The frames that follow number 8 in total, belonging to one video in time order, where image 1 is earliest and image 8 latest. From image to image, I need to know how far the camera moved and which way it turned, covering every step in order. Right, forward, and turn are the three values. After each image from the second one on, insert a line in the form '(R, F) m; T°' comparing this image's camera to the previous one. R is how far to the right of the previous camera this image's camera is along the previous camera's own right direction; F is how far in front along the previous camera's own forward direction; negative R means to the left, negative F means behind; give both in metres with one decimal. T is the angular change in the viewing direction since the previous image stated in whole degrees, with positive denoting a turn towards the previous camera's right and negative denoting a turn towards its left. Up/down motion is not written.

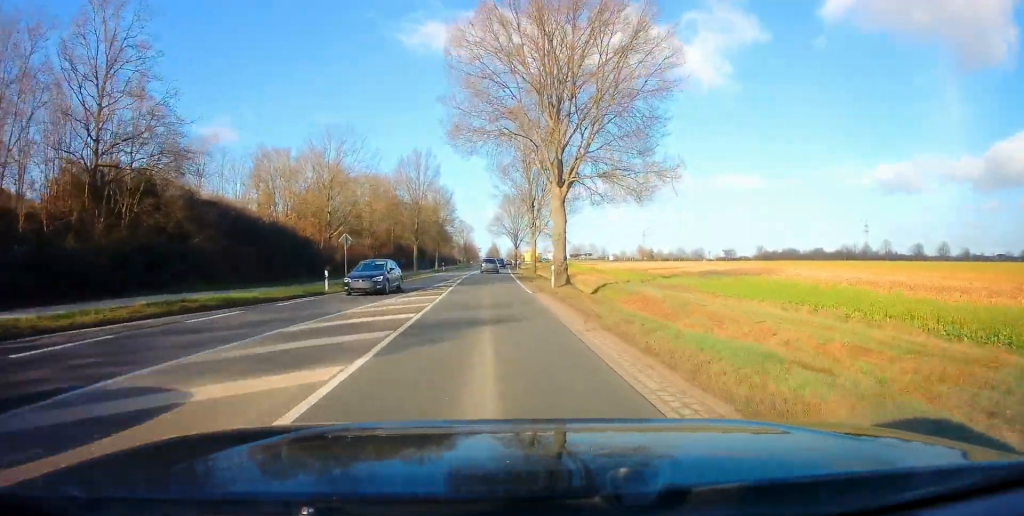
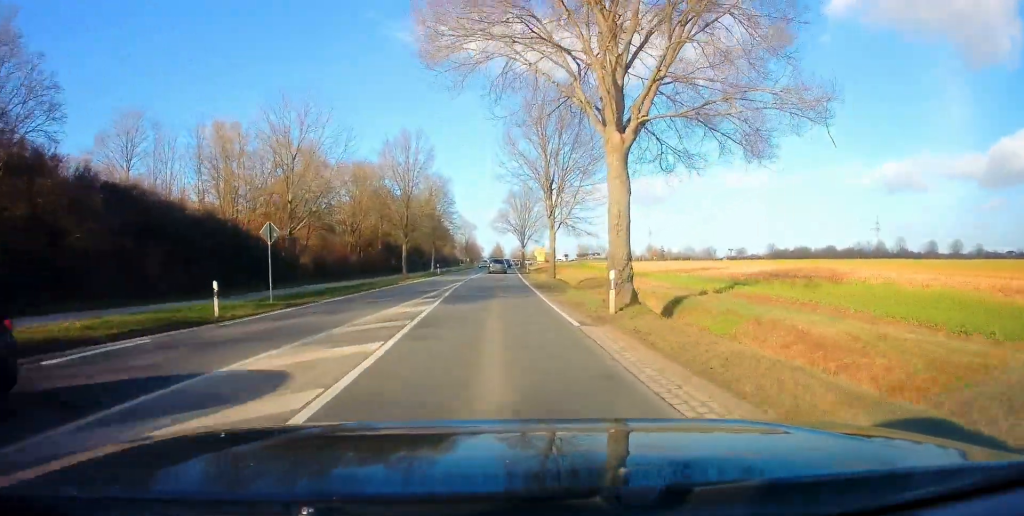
(-0.1, +11.3) m; -1°
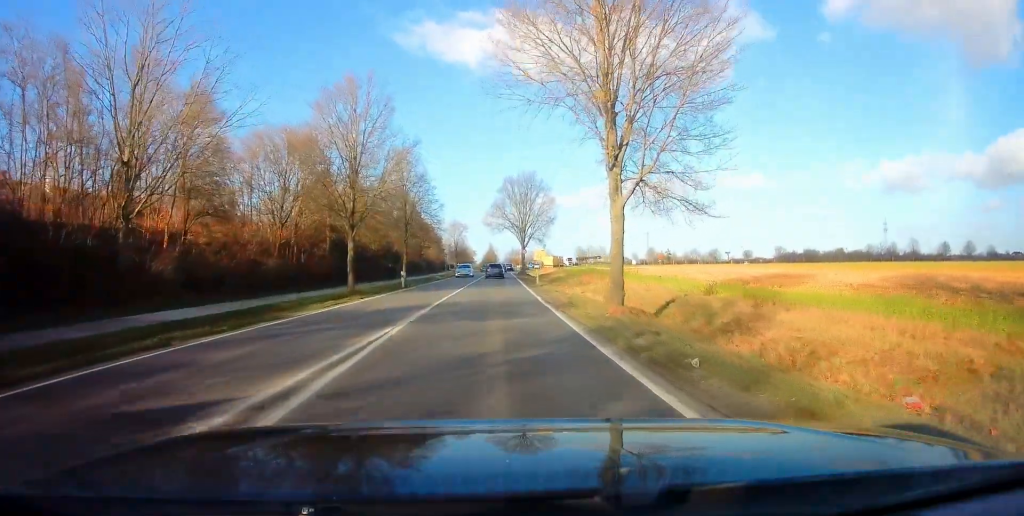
(0.0, +19.6) m; +1°
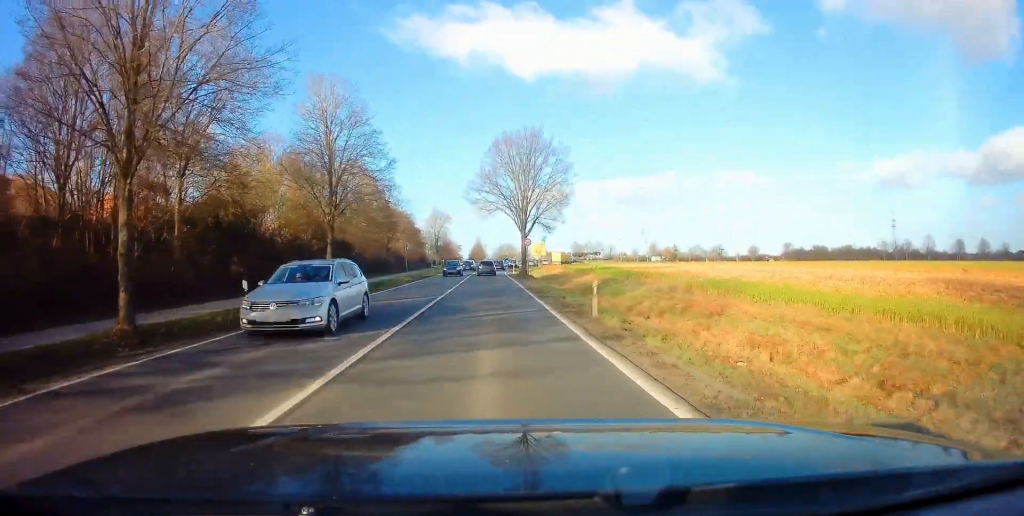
(+0.5, +23.6) m; +1°
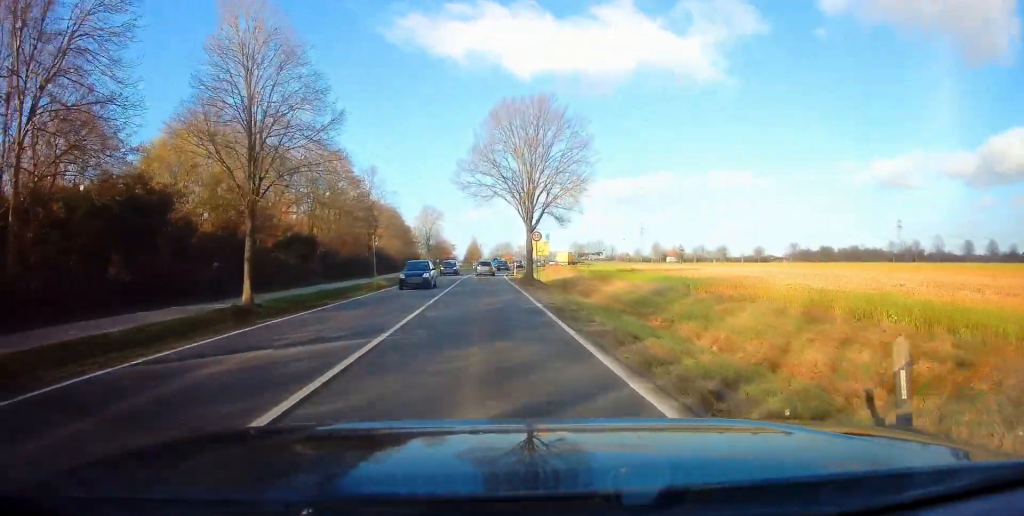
(-0.1, +11.2) m; 0°
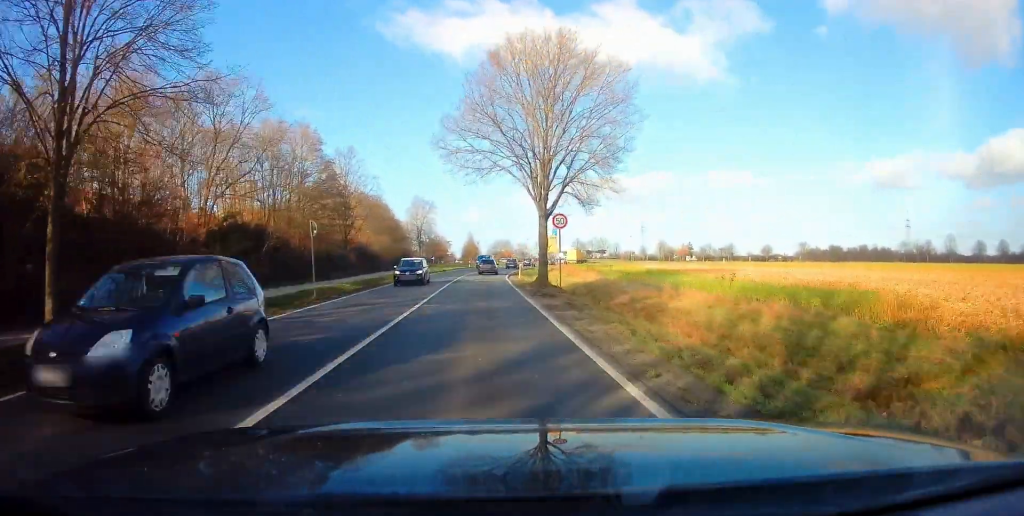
(+0.1, +11.6) m; 0°
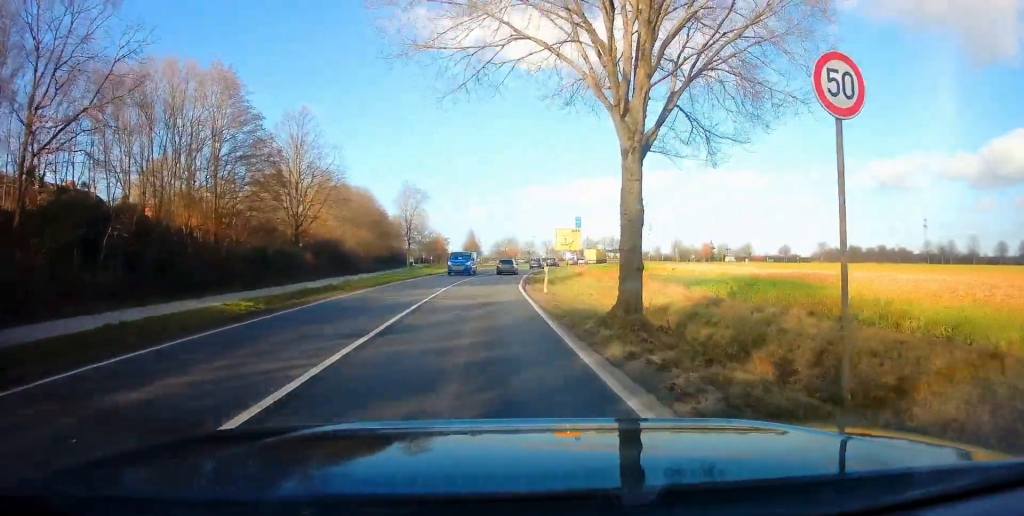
(0.0, +17.5) m; +1°
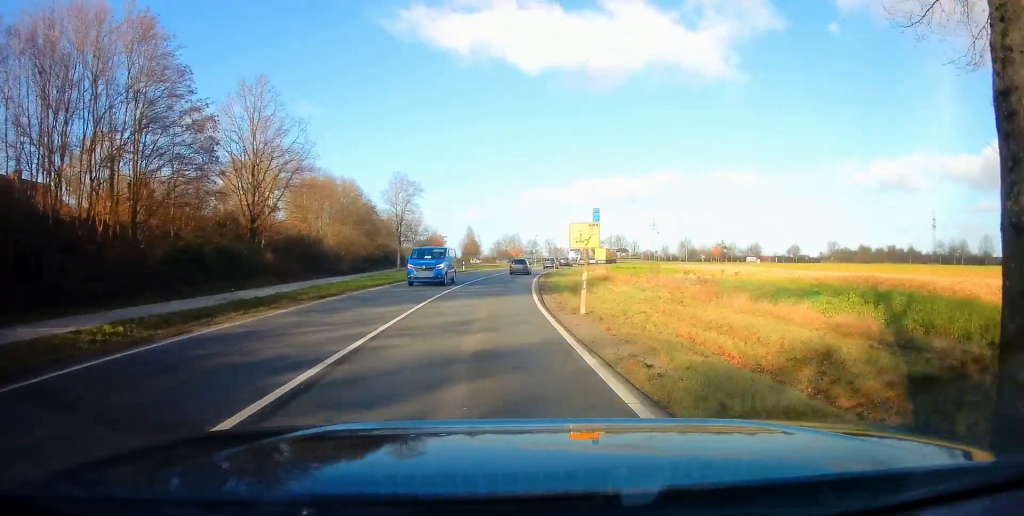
(+0.1, +9.2) m; +1°
